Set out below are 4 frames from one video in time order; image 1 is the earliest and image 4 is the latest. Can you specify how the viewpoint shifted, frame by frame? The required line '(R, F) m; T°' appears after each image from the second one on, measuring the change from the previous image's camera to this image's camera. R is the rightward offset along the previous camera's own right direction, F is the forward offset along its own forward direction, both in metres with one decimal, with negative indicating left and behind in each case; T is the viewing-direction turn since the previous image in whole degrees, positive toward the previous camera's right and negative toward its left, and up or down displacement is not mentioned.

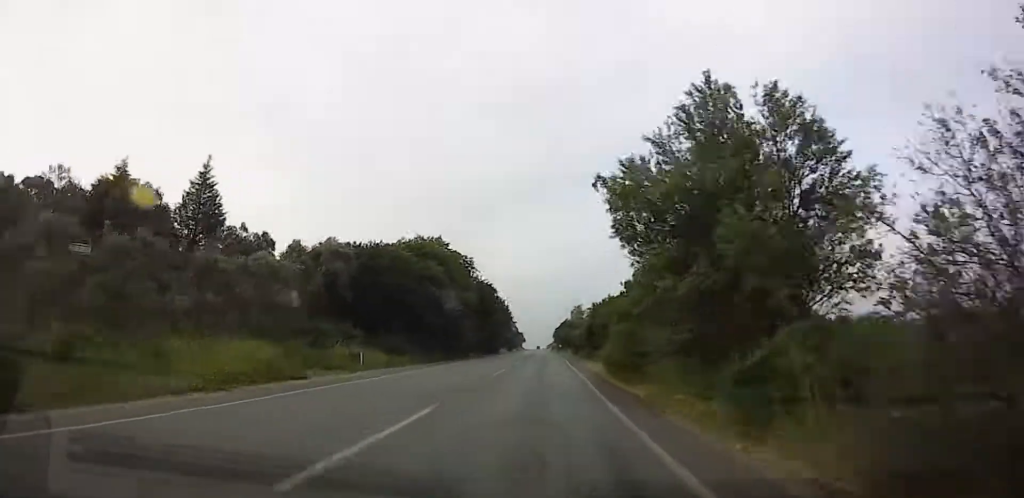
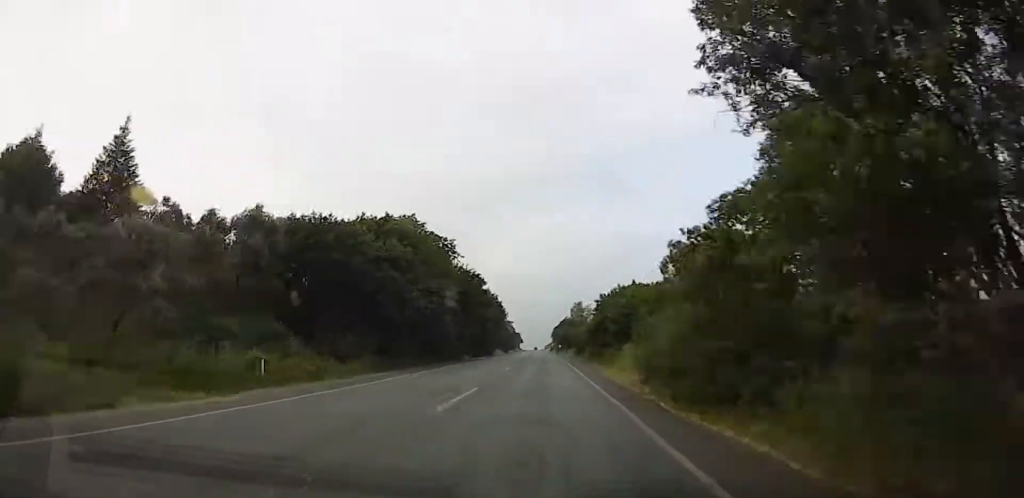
(0.0, +9.8) m; 0°
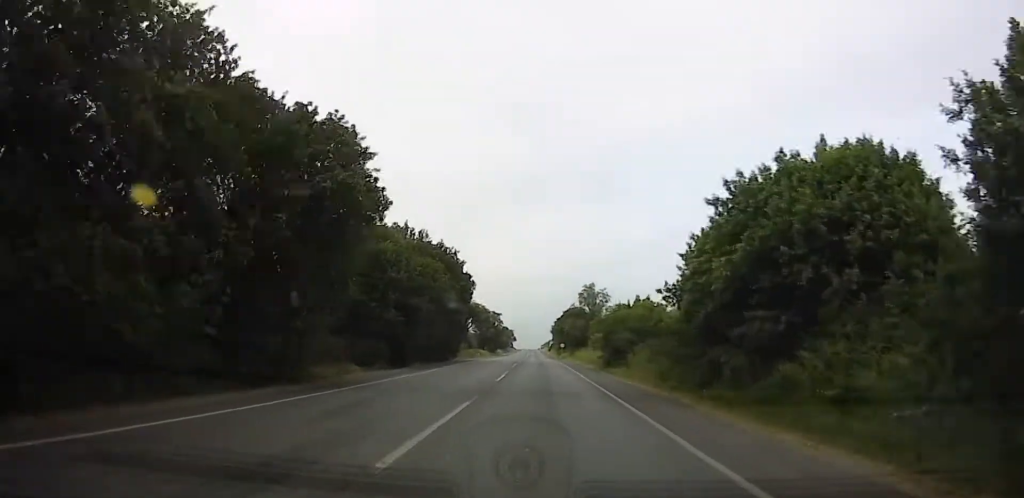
(0.0, +35.8) m; 0°
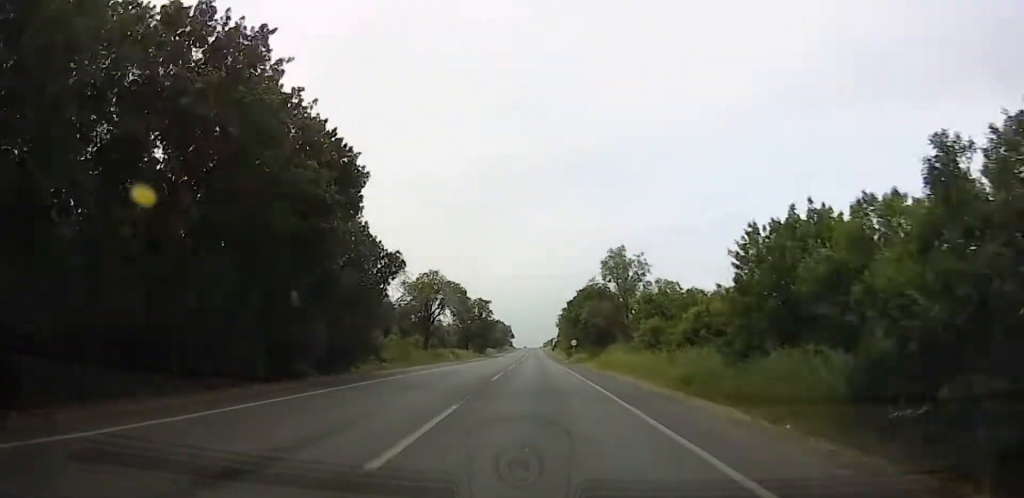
(0.0, +31.2) m; 0°
